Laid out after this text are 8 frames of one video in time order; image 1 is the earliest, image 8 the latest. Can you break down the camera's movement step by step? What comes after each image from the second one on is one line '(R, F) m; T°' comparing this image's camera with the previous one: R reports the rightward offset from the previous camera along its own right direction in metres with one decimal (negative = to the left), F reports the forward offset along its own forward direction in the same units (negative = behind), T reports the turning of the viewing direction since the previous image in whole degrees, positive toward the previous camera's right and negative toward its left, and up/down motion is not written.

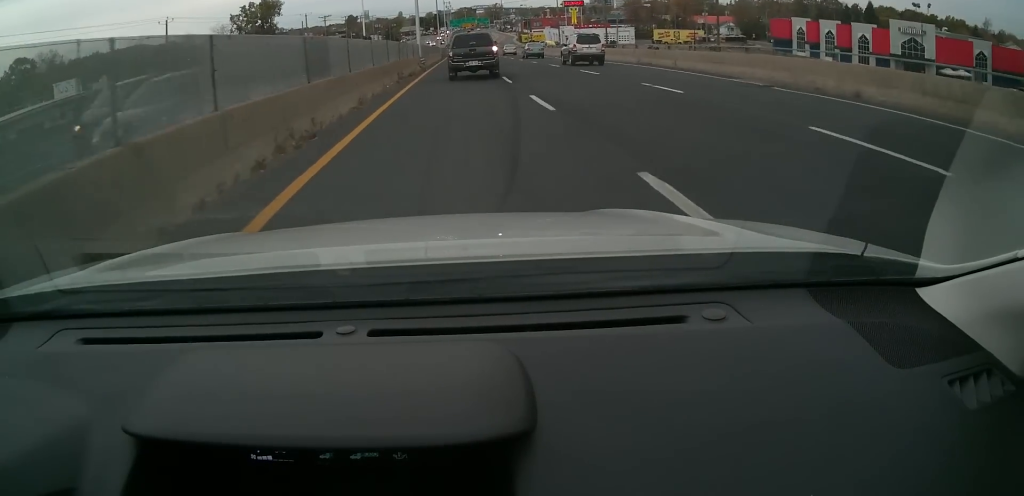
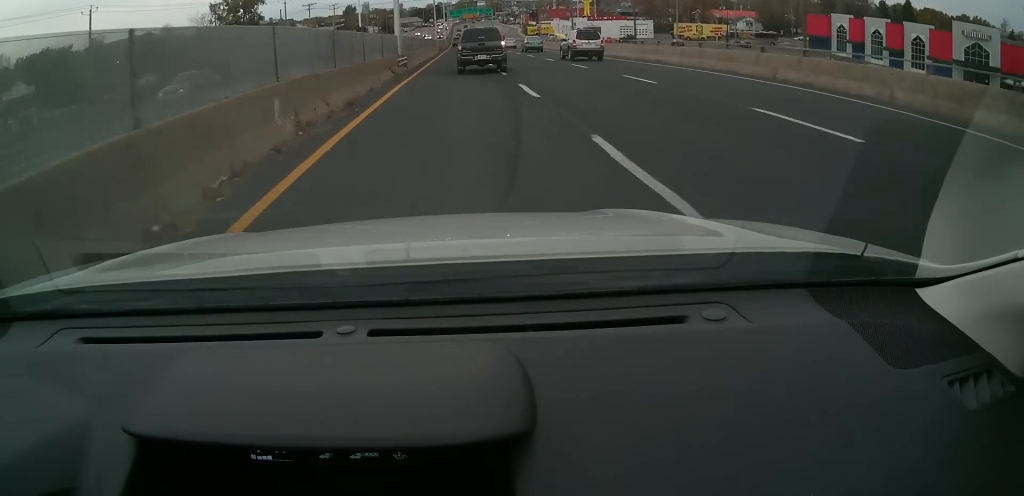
(0.0, +17.4) m; 0°
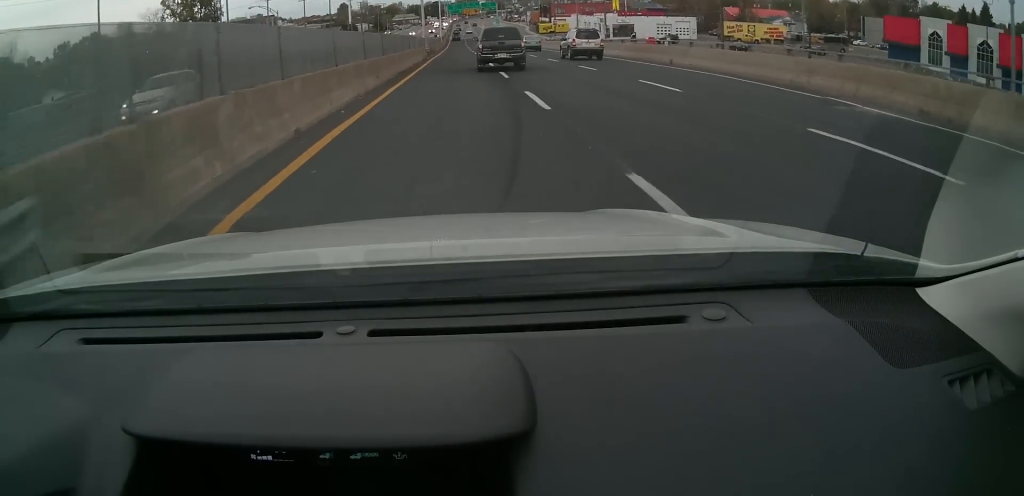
(+0.1, +32.6) m; 0°
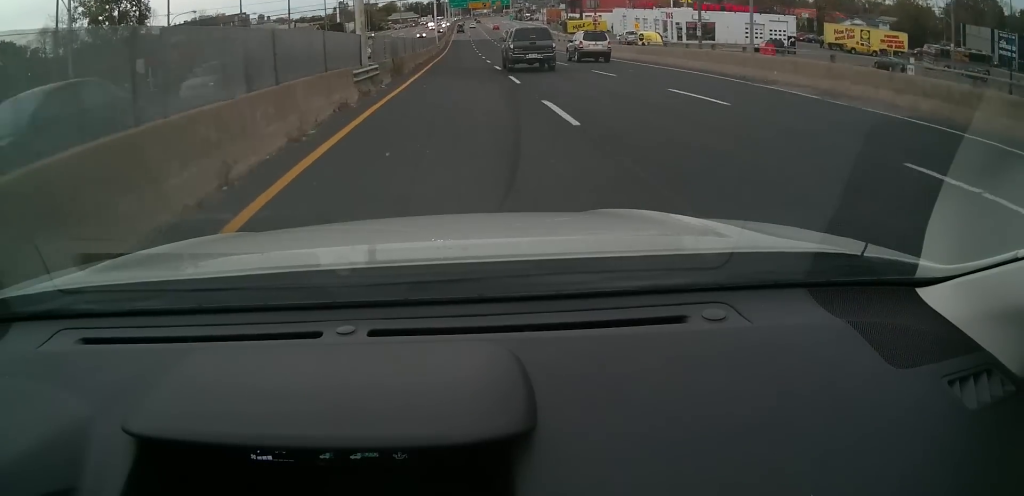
(+0.1, +39.5) m; 0°
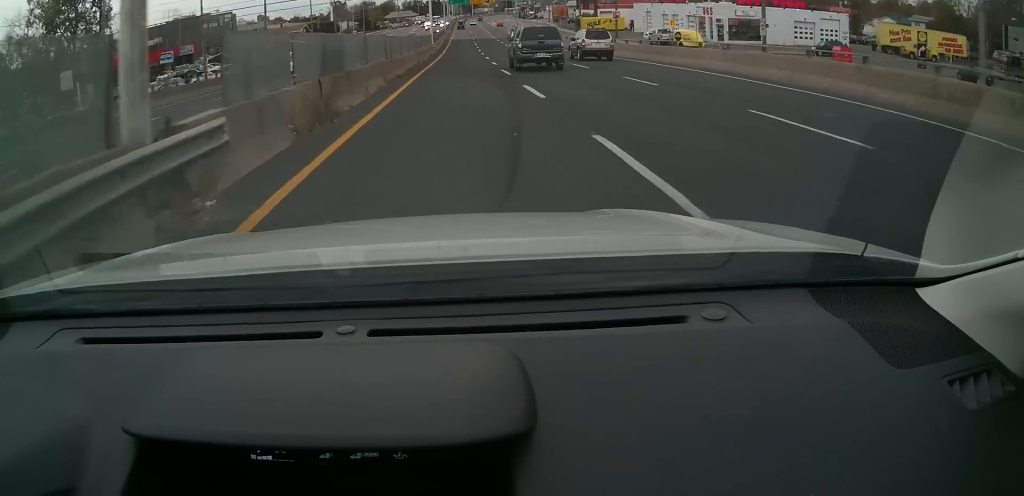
(0.0, +14.1) m; 0°
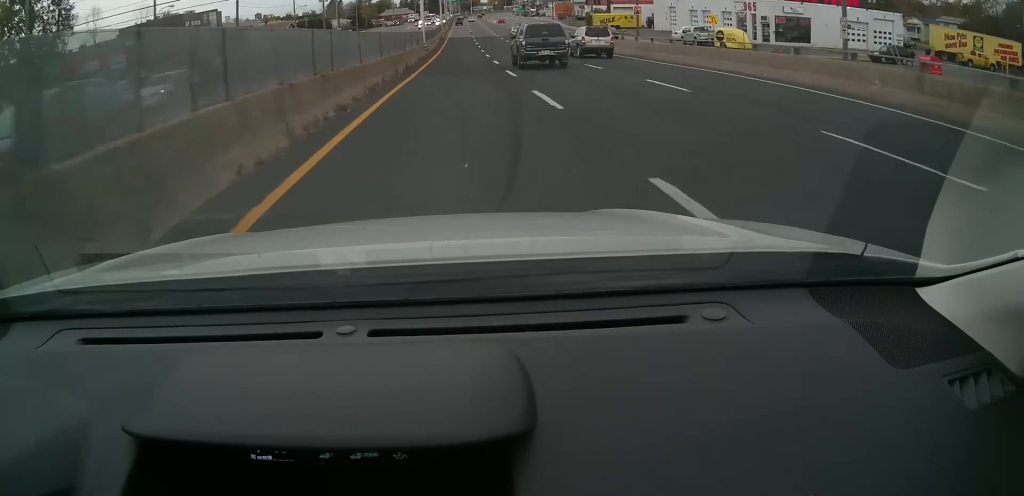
(0.0, +11.9) m; 0°
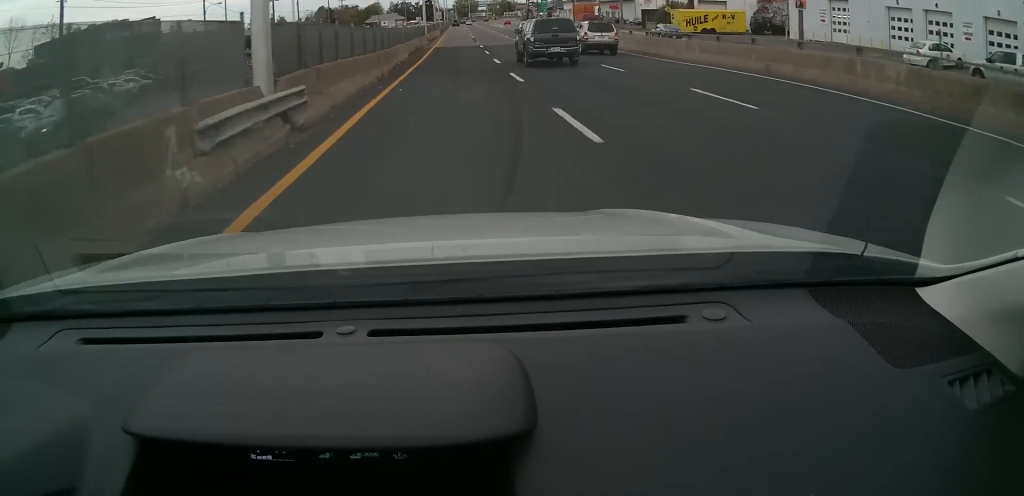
(+0.4, +40.2) m; +1°
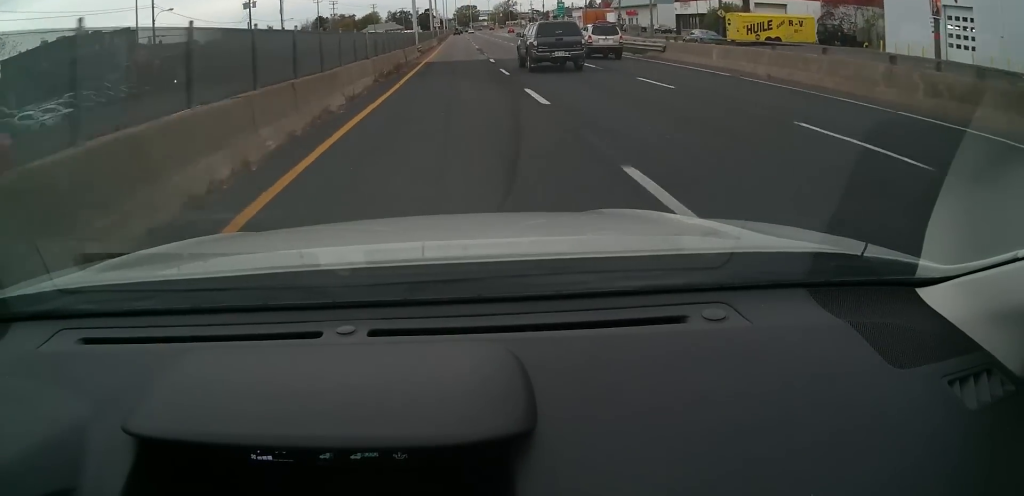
(0.0, +12.2) m; 0°
